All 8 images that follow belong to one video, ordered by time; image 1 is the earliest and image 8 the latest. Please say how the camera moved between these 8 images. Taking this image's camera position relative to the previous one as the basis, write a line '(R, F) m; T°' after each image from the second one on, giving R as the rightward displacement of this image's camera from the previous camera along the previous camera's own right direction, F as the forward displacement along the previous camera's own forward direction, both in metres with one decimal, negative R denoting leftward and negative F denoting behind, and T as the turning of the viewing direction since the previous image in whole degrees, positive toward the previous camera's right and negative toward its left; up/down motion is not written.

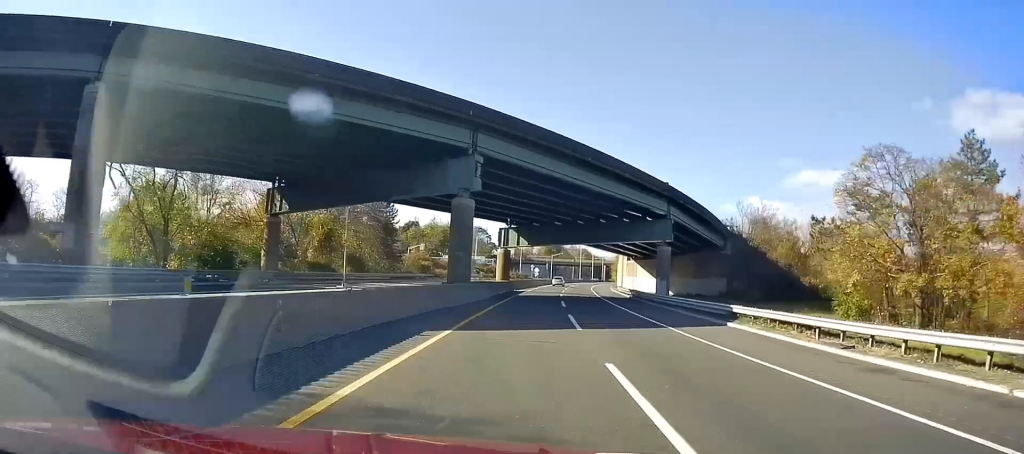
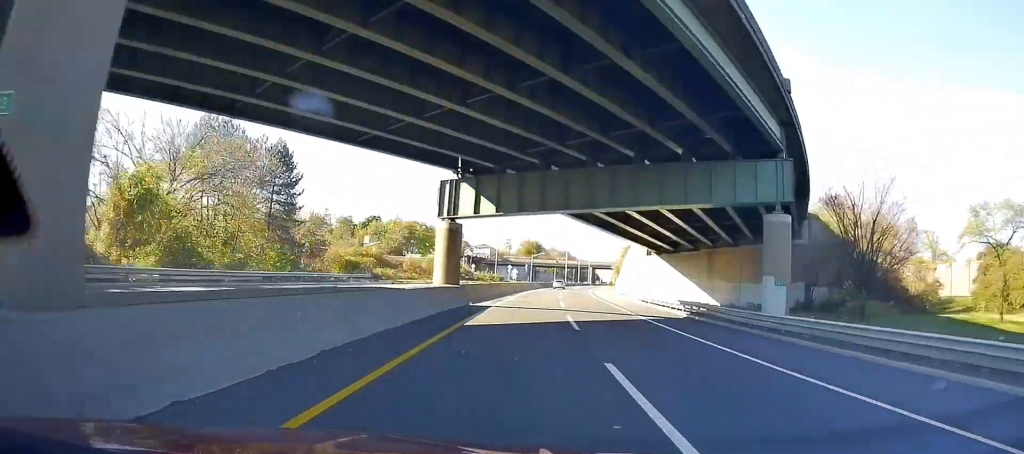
(+0.2, +30.6) m; 0°
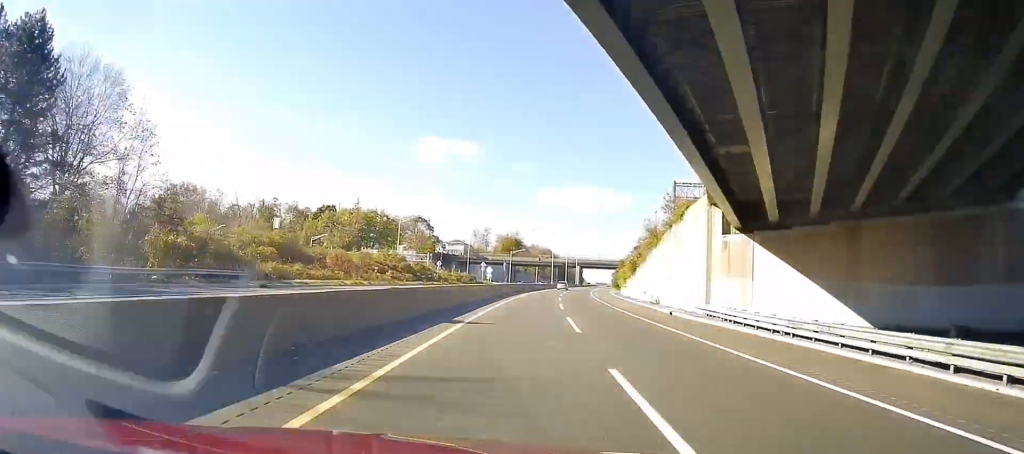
(0.0, +31.6) m; +2°
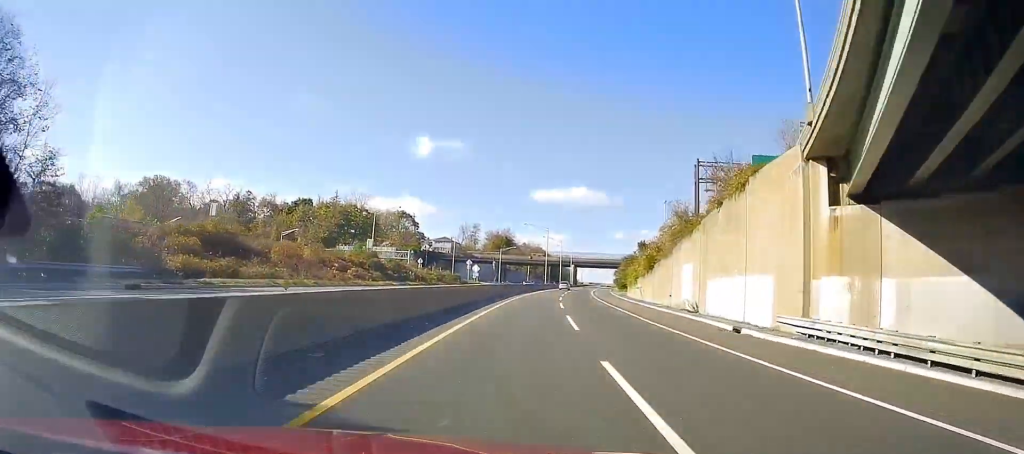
(+0.2, +14.4) m; +1°
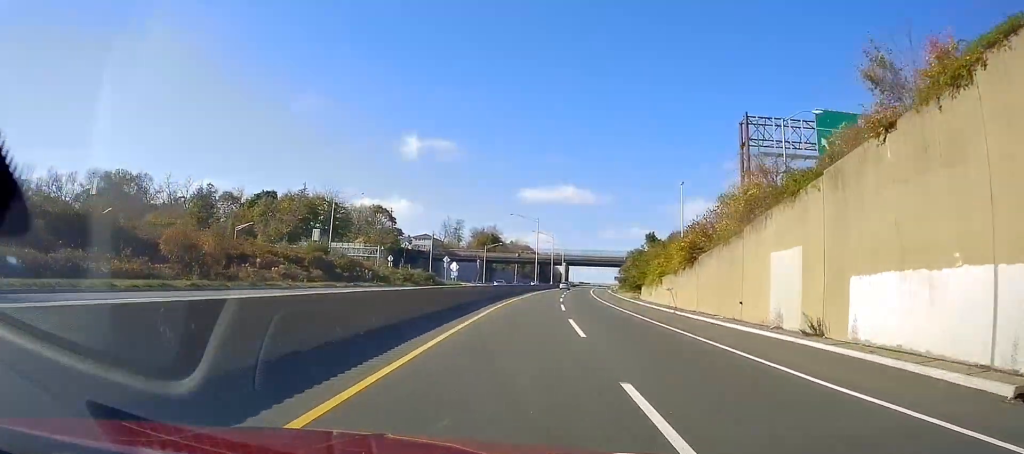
(+0.5, +18.2) m; +1°
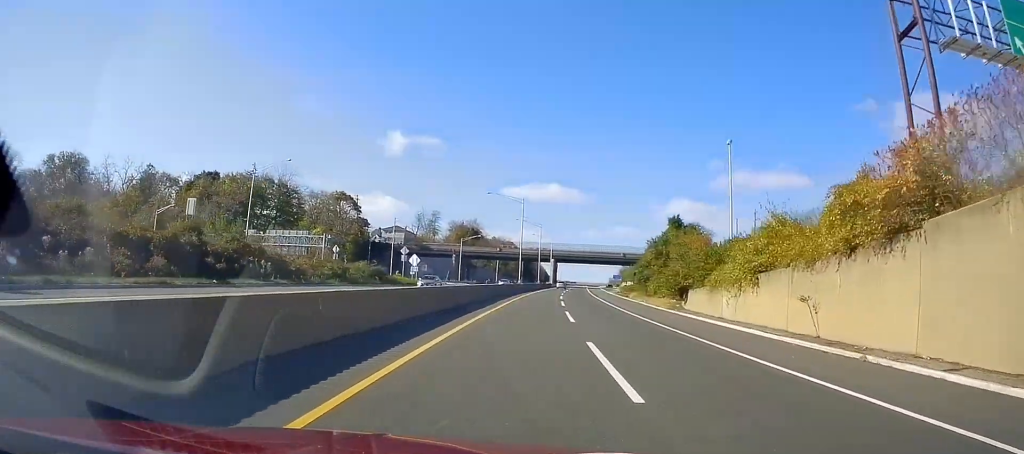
(+0.1, +24.8) m; +1°
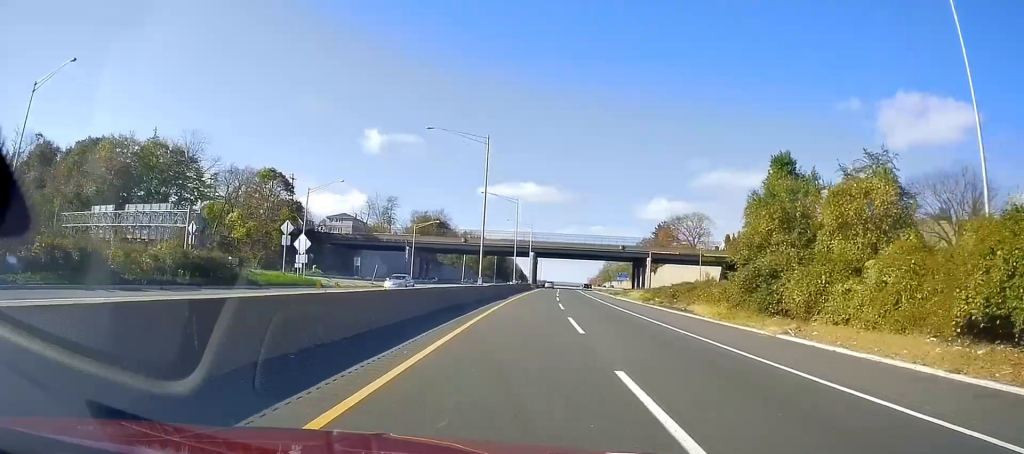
(+0.7, +36.2) m; +2°
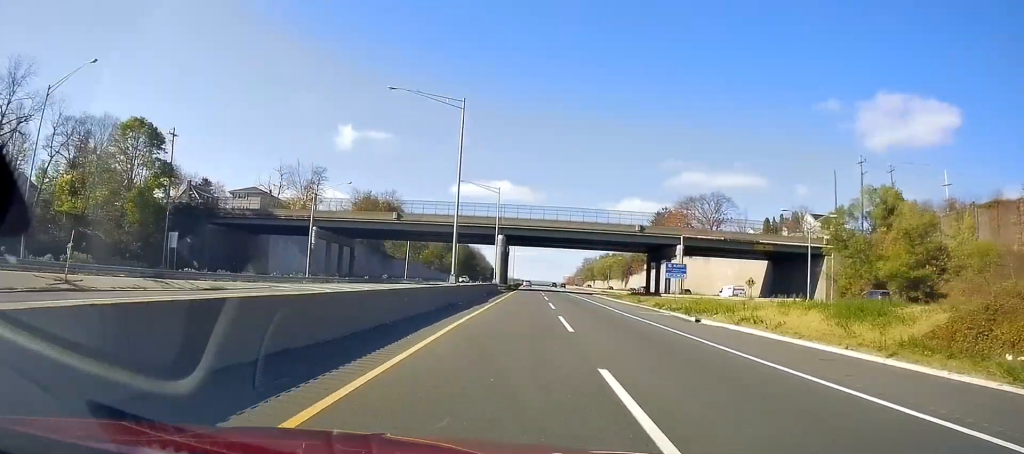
(+0.2, +46.0) m; +1°
